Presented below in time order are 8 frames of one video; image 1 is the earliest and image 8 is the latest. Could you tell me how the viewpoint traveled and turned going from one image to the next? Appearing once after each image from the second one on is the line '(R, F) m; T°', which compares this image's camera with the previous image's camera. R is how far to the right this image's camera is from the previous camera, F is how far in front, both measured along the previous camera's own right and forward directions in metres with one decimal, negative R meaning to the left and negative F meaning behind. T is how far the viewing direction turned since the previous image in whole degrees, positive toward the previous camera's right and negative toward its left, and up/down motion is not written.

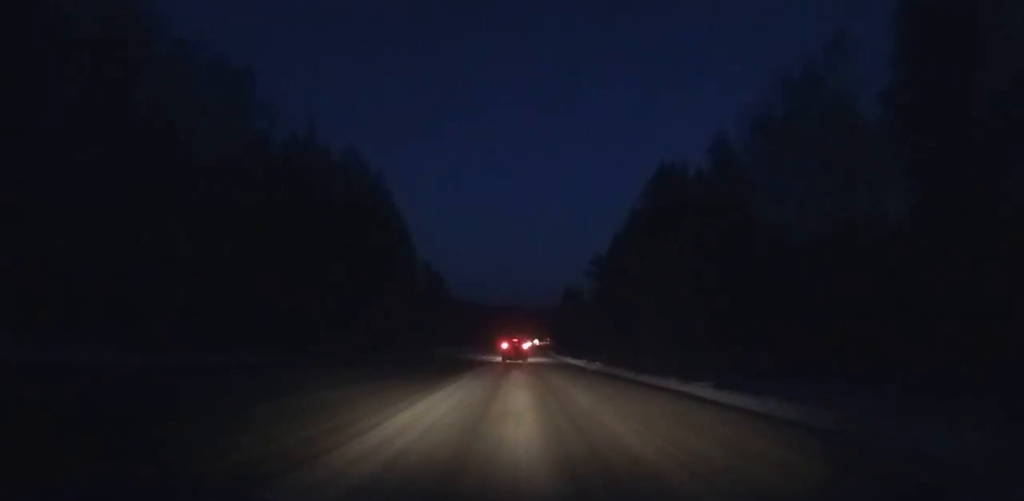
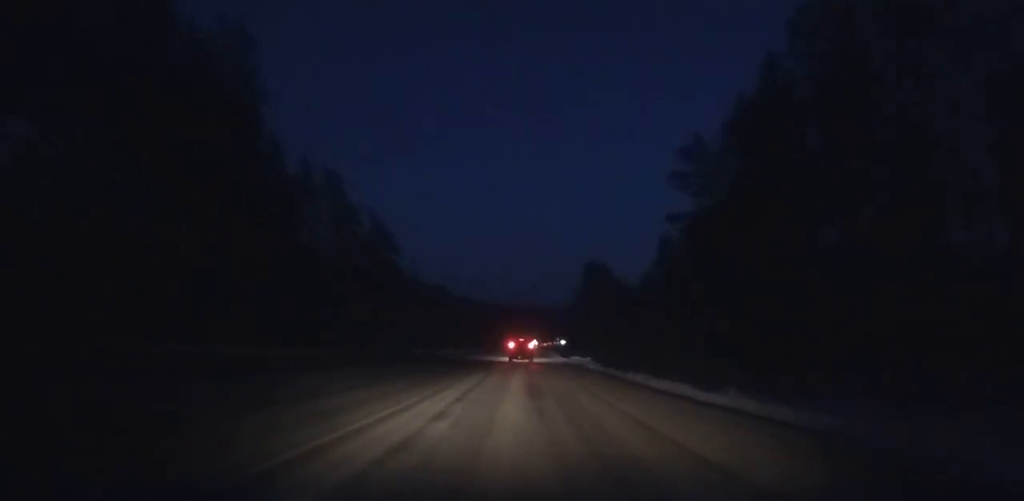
(+0.2, +62.6) m; +1°
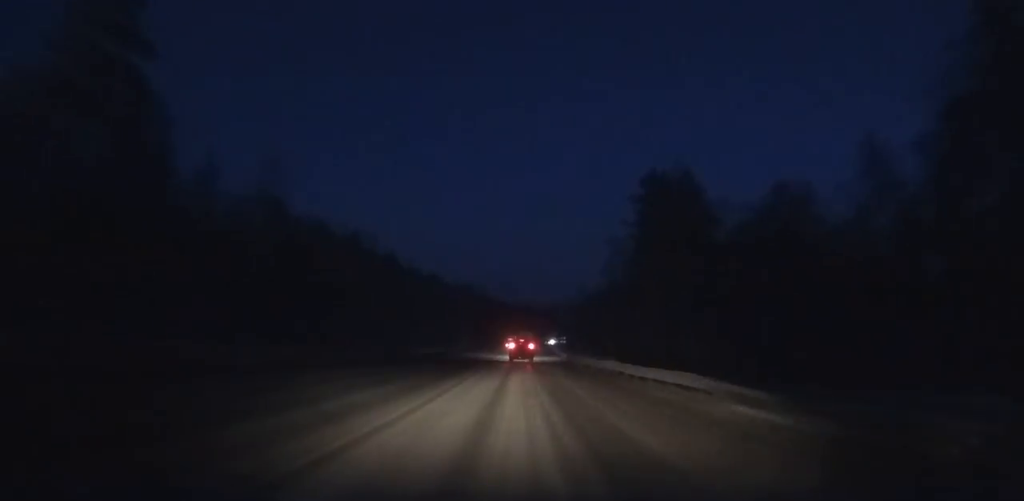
(+0.5, +69.0) m; +1°
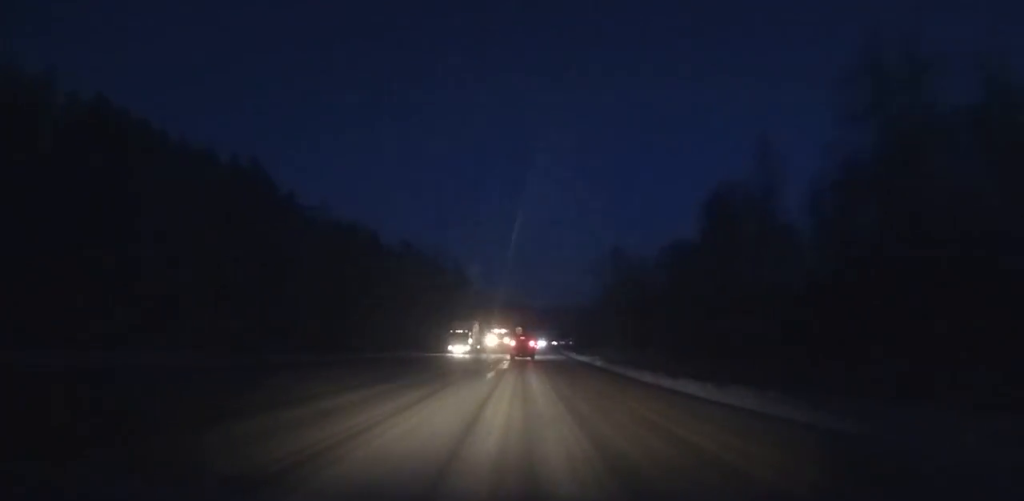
(+0.7, +72.1) m; +1°
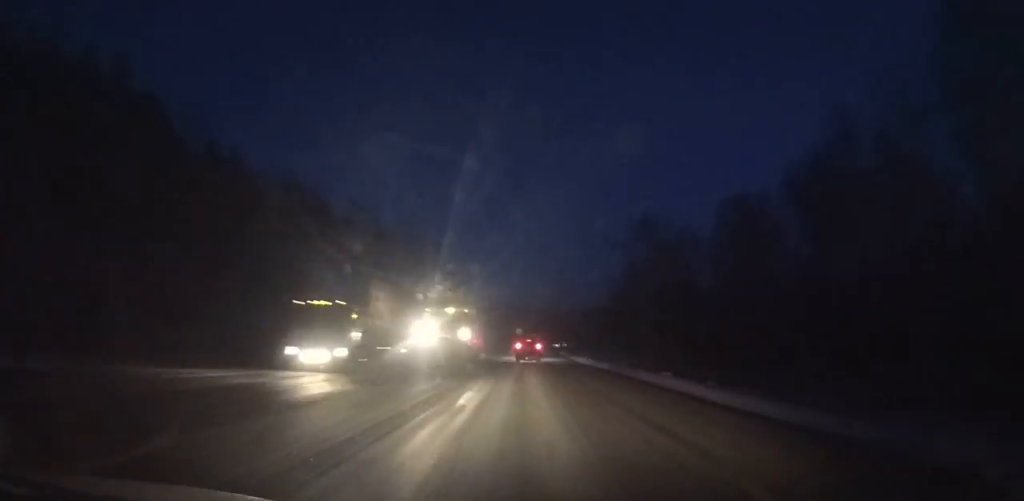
(+0.1, +27.2) m; 0°
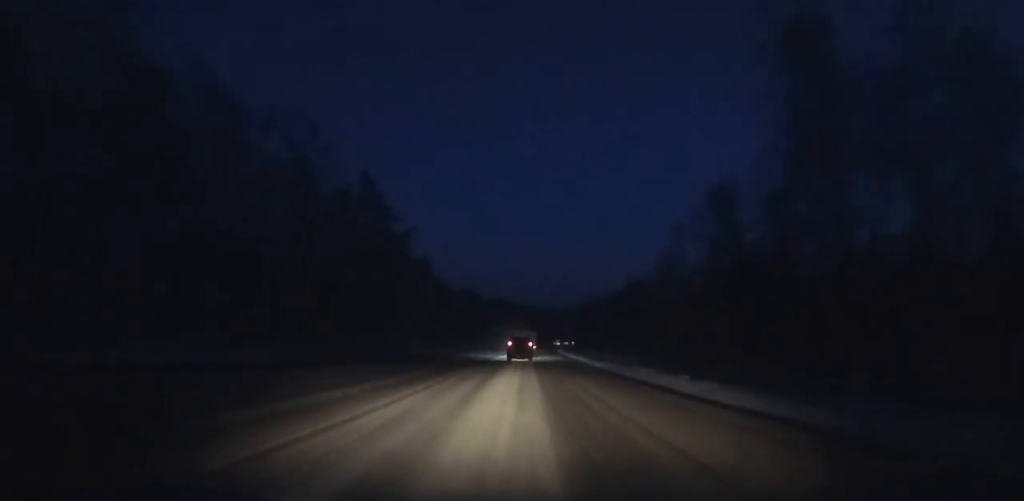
(+0.4, +45.2) m; +1°
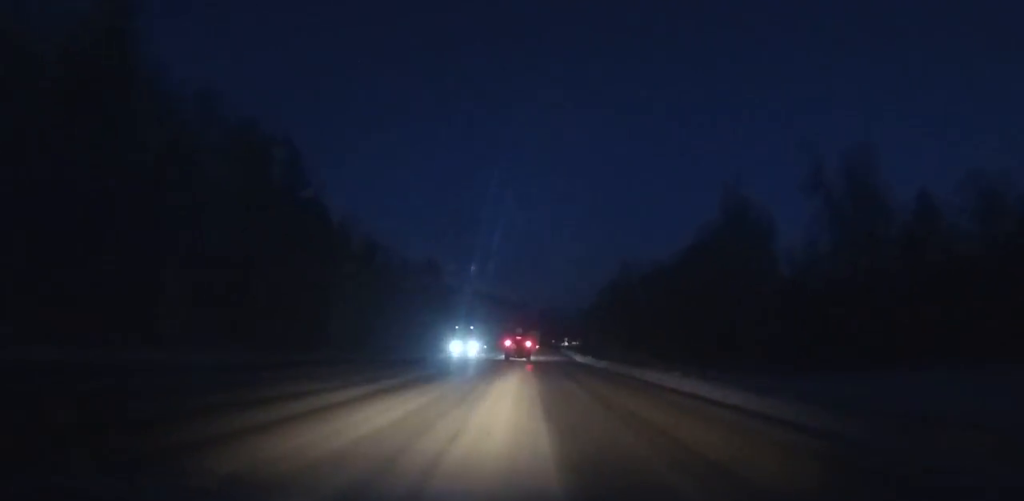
(+0.6, +76.1) m; +1°
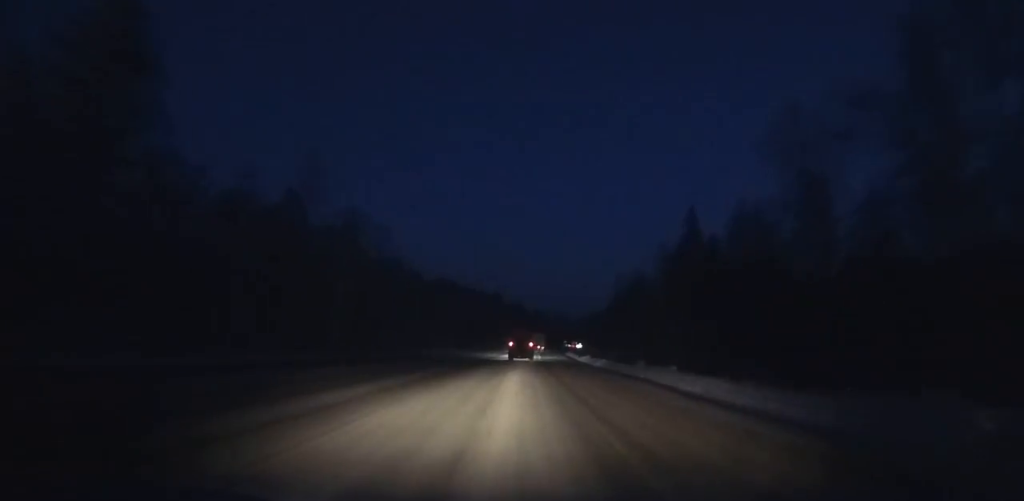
(+1.8, +114.6) m; +2°
